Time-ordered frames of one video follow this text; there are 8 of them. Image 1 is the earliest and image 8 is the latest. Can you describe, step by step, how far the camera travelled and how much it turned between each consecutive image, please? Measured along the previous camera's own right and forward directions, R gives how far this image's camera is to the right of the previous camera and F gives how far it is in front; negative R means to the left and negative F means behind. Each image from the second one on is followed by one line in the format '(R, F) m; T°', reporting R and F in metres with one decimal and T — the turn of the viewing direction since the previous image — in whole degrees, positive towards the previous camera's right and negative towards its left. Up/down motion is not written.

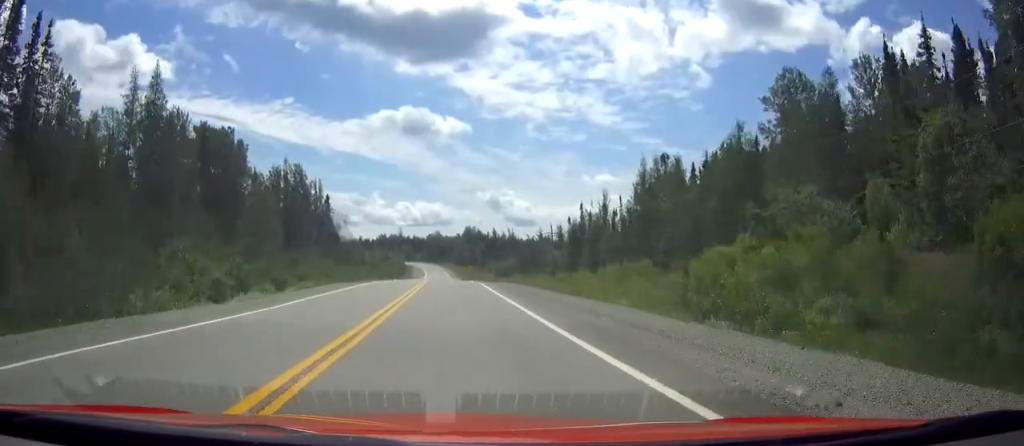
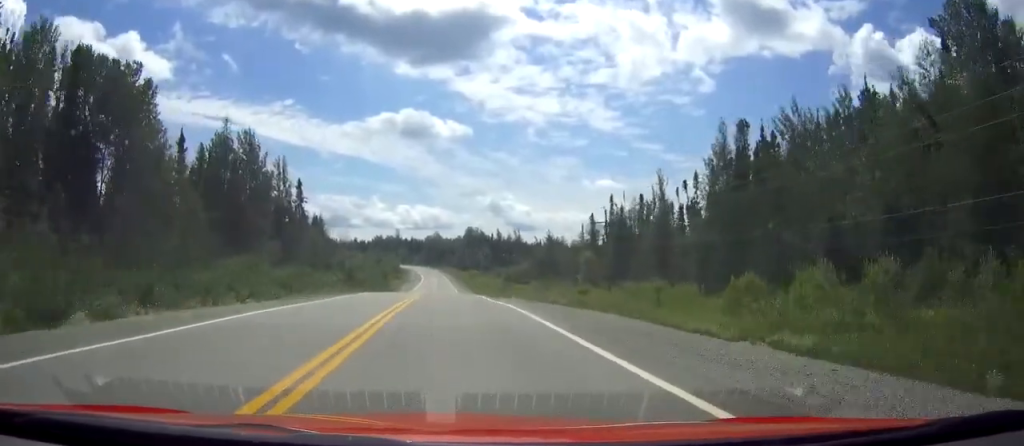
(0.0, +29.5) m; 0°
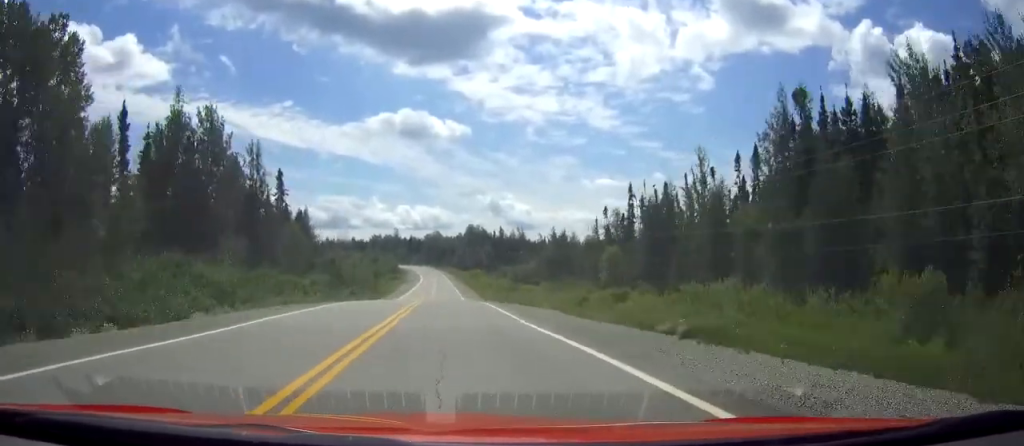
(0.0, +14.2) m; 0°
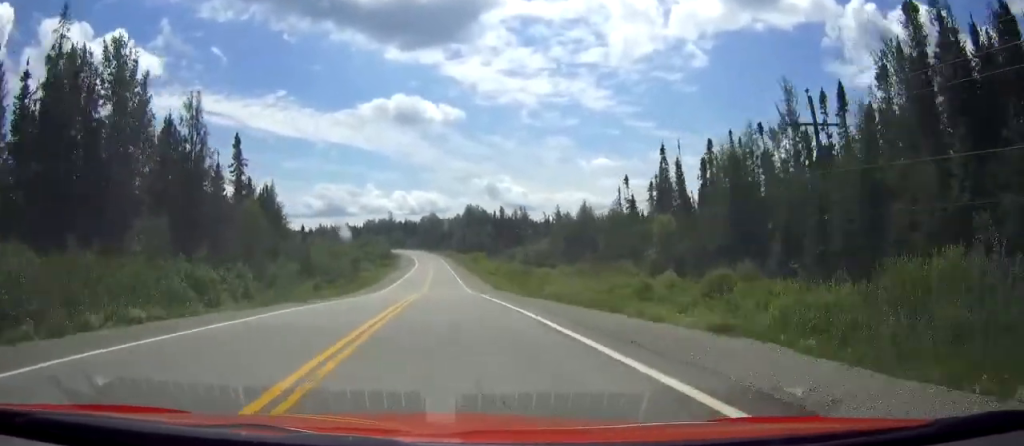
(0.0, +20.8) m; 0°
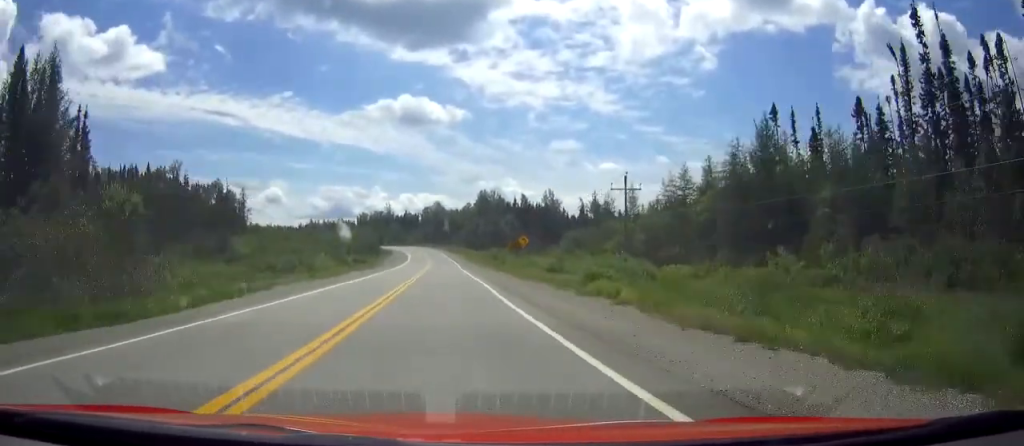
(+0.4, +59.9) m; 0°
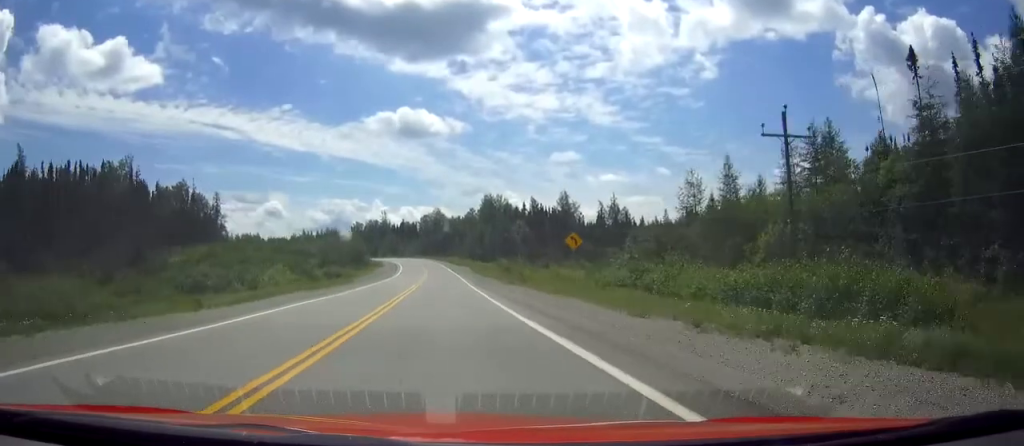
(-0.2, +26.0) m; 0°
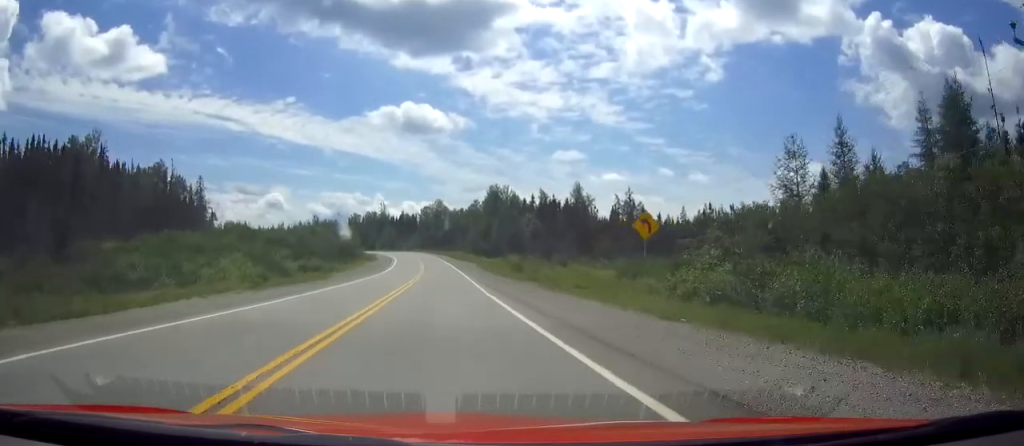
(0.0, +15.1) m; 0°
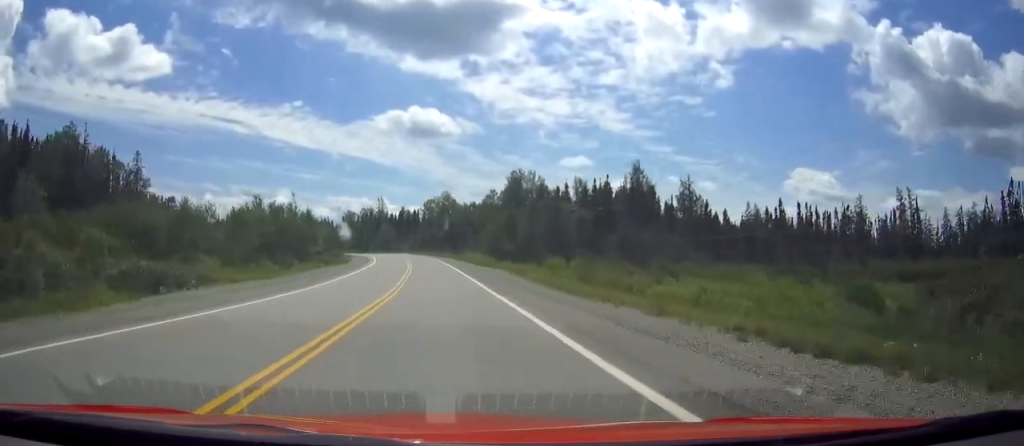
(-0.3, +42.9) m; -1°
